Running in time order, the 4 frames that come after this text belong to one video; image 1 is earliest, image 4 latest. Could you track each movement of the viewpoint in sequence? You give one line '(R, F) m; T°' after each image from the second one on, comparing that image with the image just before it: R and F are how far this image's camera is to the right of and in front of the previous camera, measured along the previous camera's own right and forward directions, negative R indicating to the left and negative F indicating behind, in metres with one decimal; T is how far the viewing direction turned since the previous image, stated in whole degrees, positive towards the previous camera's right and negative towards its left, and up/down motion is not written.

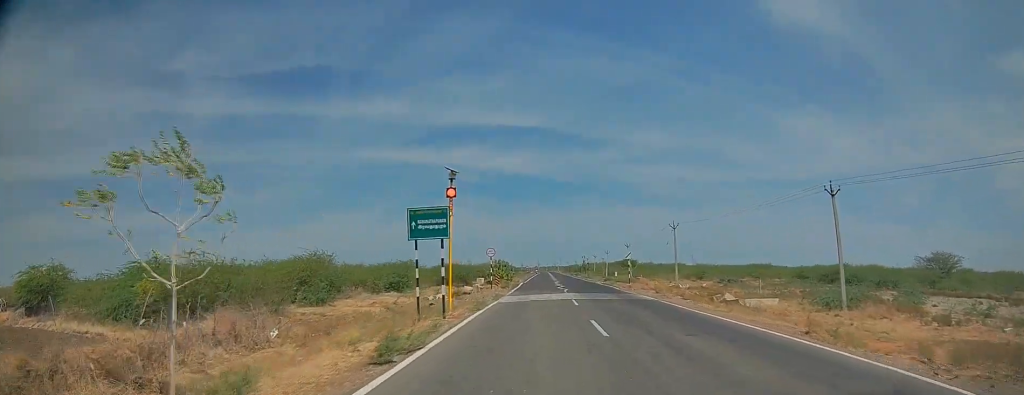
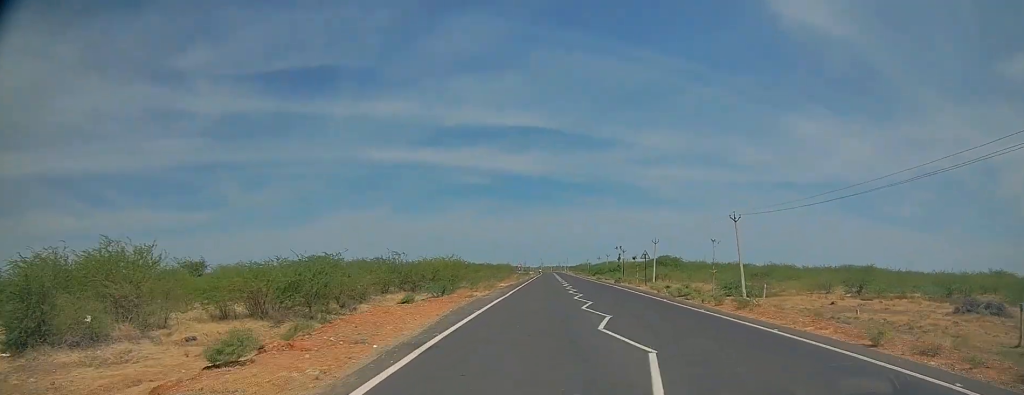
(-1.0, +62.4) m; 0°
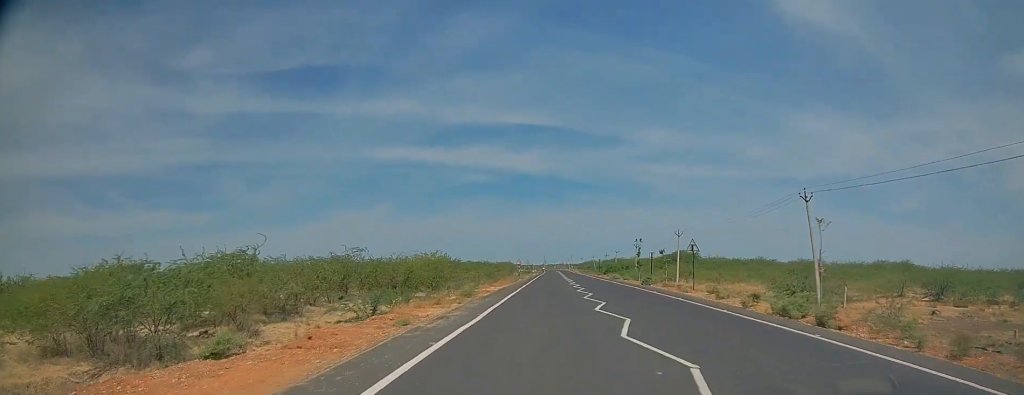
(0.0, +13.6) m; -1°
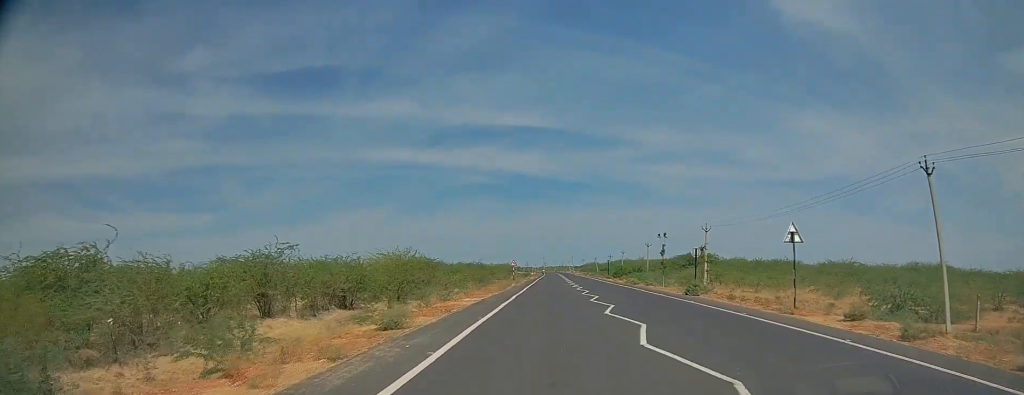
(-0.2, +13.2) m; -1°
